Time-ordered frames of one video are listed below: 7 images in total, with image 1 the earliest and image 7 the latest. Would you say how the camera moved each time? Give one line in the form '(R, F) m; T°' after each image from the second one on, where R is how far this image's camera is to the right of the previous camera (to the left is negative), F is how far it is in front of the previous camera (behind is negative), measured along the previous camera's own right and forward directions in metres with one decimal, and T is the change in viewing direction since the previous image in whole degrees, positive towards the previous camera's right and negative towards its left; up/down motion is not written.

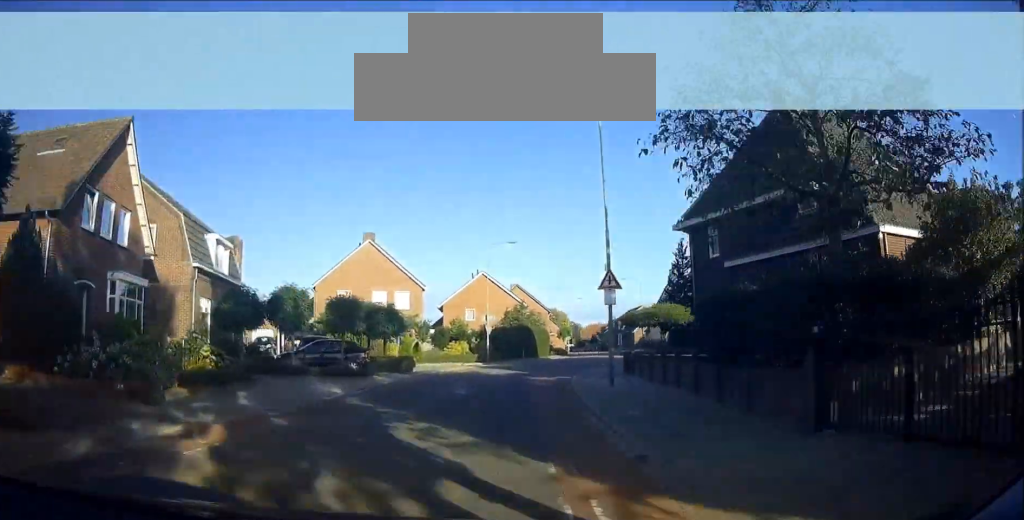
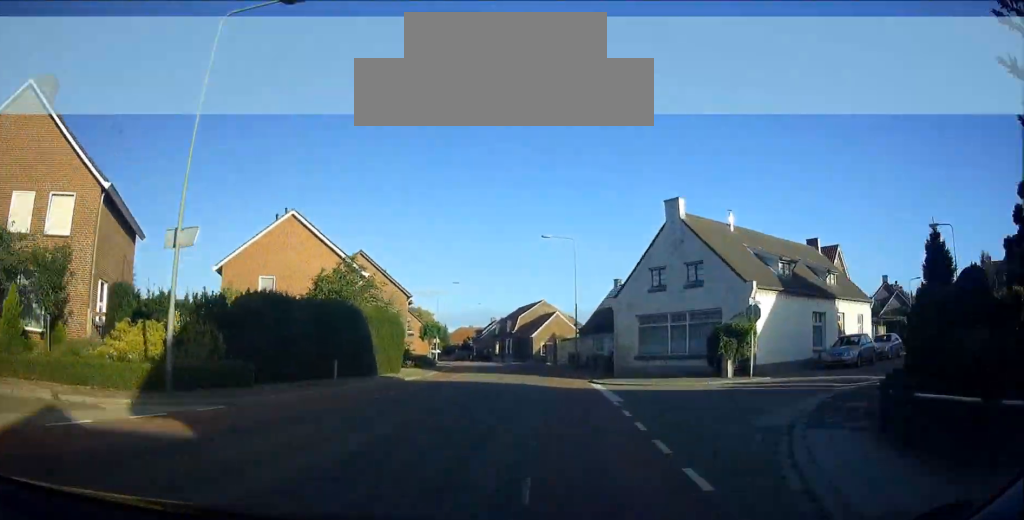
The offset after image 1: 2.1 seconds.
(+2.6, +30.8) m; +7°
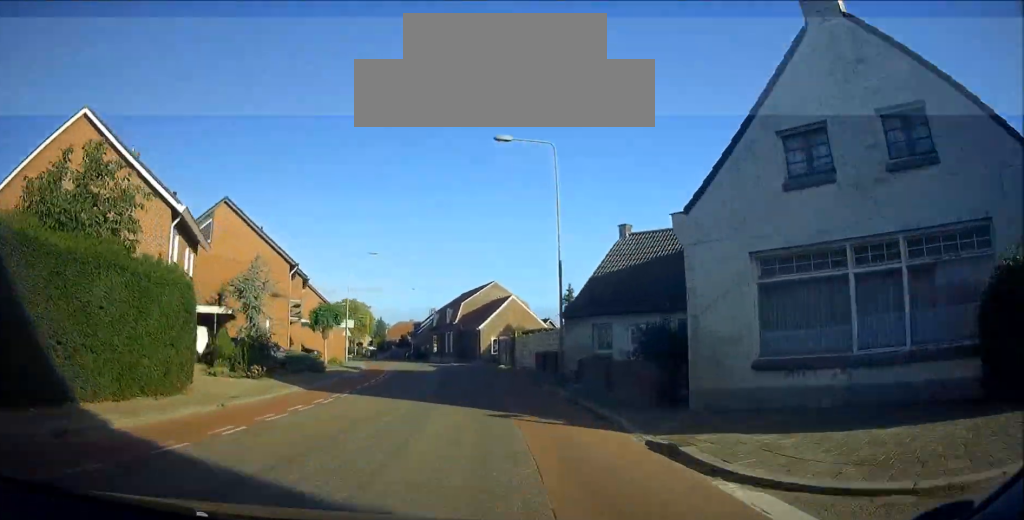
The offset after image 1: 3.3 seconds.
(+0.7, +18.0) m; +1°
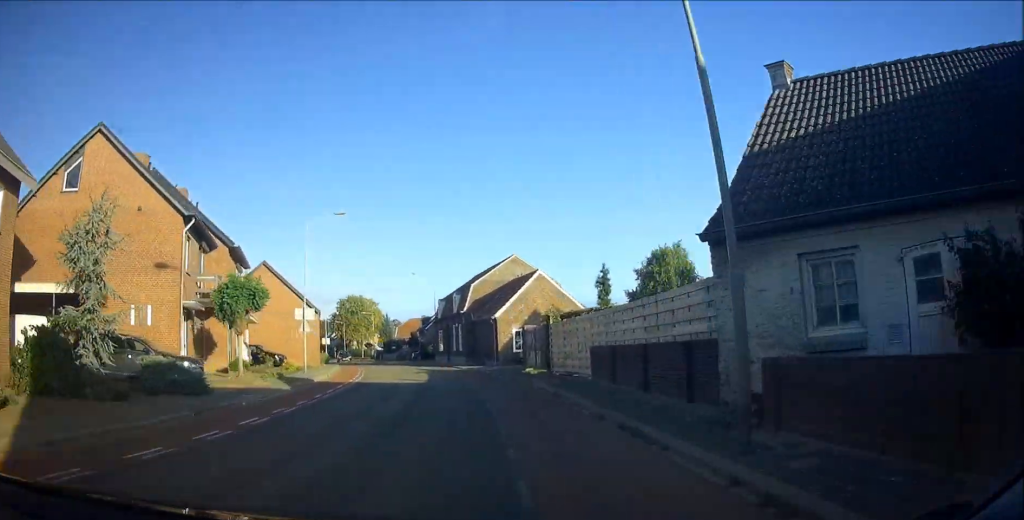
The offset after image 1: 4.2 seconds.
(0.0, +14.0) m; -2°
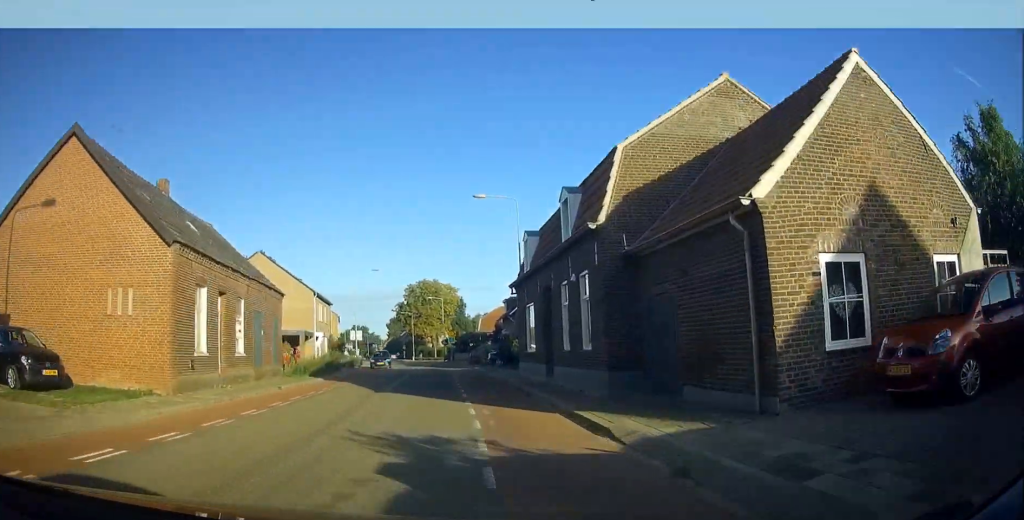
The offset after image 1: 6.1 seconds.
(-1.3, +29.0) m; -4°
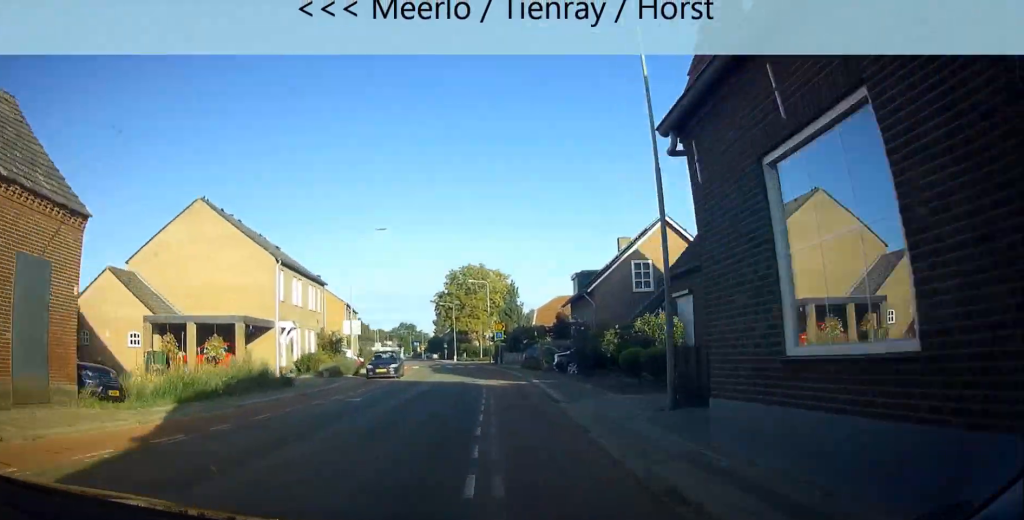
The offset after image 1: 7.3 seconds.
(-0.5, +18.1) m; -3°
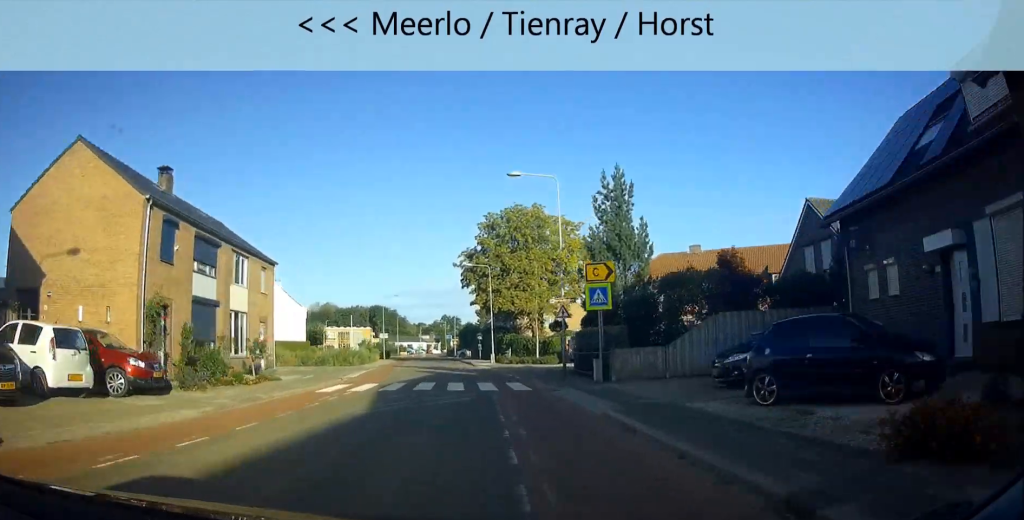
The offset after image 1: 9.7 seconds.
(-1.4, +36.2) m; -5°
